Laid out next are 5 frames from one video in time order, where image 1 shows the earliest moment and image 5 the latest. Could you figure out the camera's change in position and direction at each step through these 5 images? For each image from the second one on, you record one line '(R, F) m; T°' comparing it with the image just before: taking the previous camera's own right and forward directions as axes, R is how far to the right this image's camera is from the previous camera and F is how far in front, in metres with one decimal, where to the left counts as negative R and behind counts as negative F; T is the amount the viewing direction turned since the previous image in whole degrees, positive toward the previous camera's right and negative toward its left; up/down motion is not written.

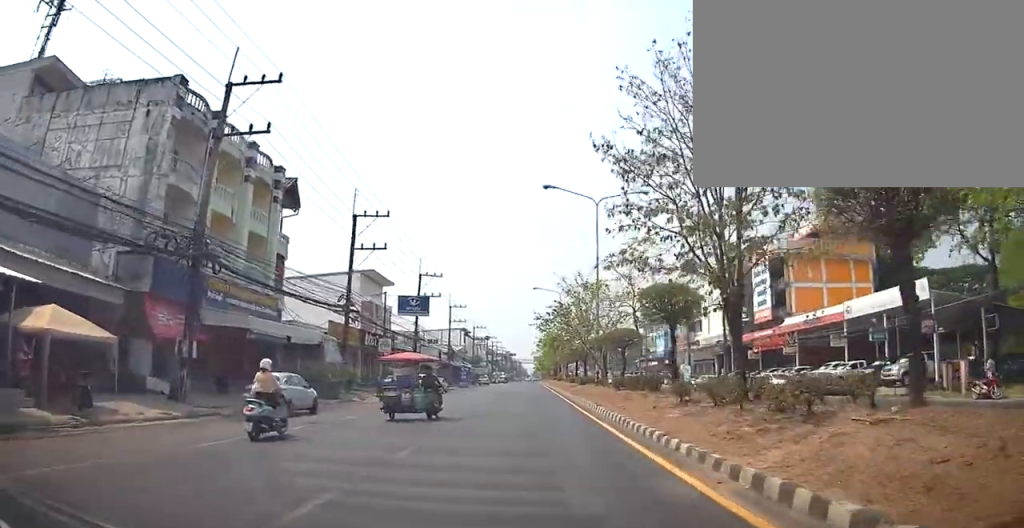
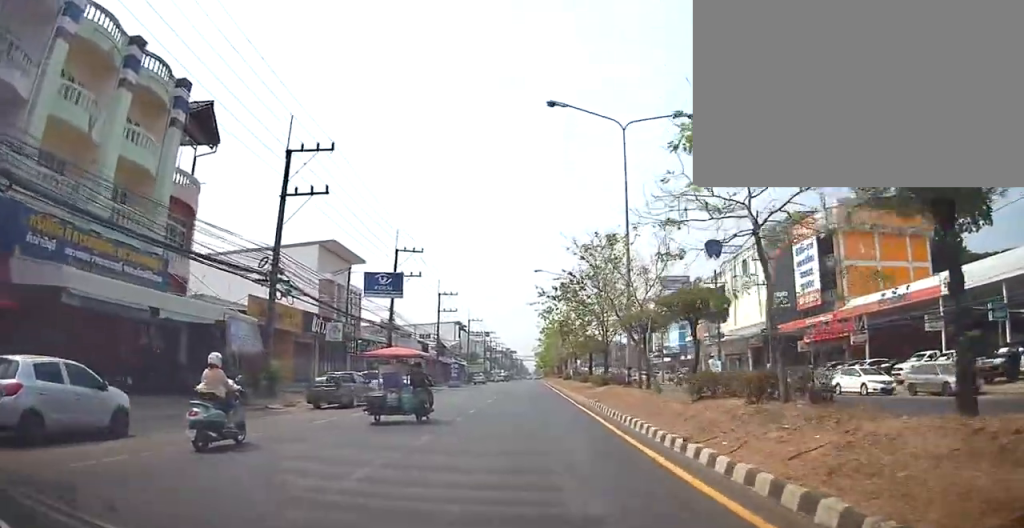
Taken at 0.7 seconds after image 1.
(+0.4, +11.4) m; -1°
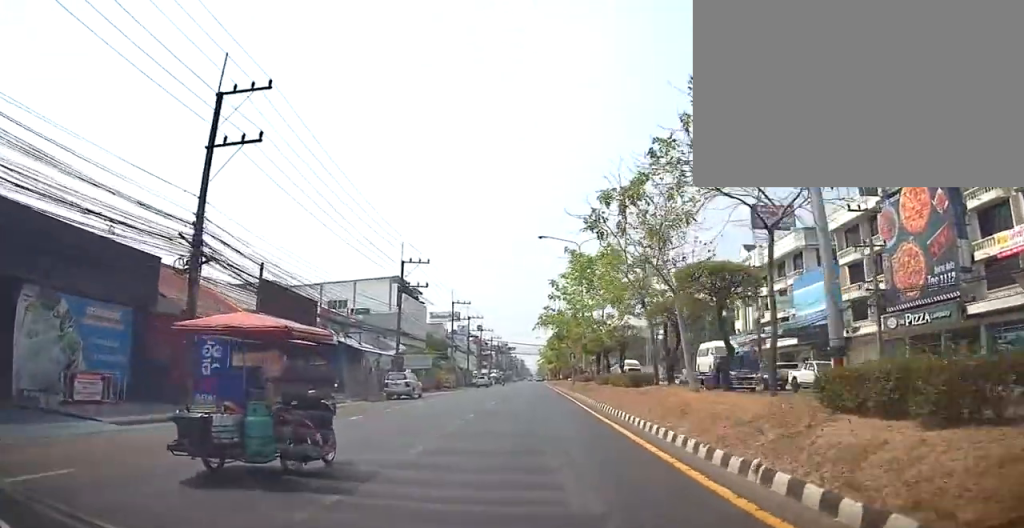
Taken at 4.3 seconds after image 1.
(-2.2, +56.2) m; -1°
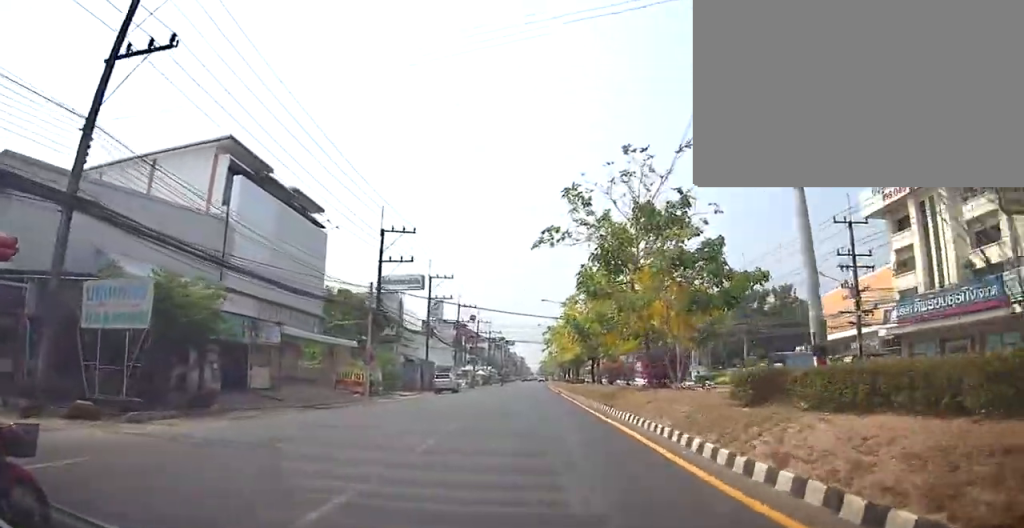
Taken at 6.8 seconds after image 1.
(-0.4, +38.1) m; +3°
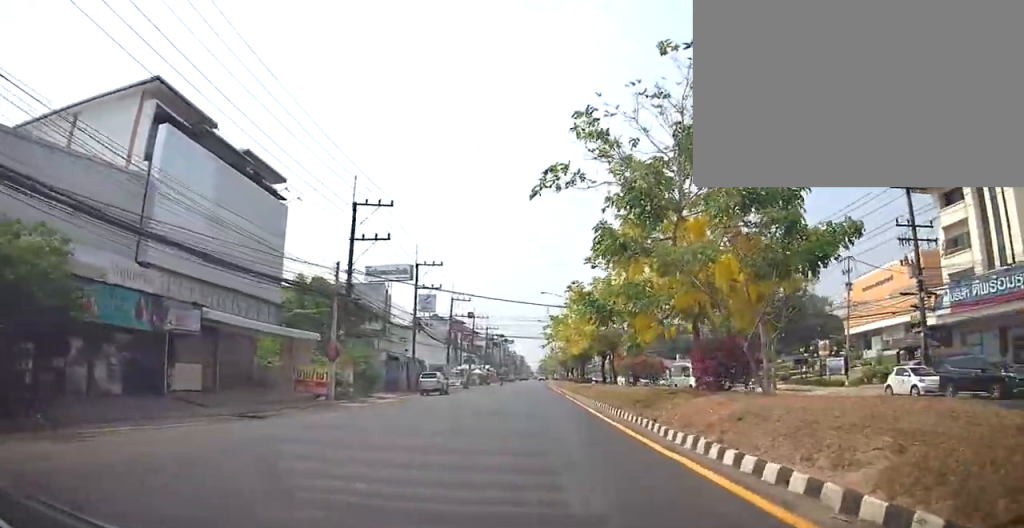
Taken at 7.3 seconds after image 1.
(0.0, +6.5) m; 0°
